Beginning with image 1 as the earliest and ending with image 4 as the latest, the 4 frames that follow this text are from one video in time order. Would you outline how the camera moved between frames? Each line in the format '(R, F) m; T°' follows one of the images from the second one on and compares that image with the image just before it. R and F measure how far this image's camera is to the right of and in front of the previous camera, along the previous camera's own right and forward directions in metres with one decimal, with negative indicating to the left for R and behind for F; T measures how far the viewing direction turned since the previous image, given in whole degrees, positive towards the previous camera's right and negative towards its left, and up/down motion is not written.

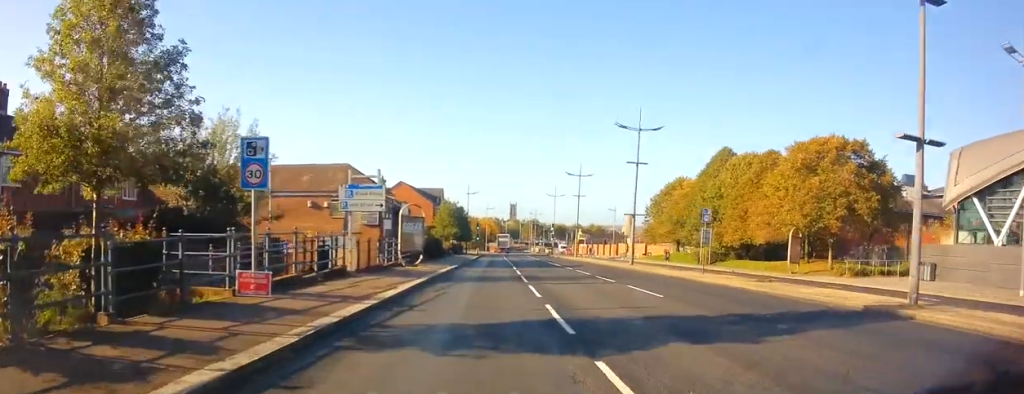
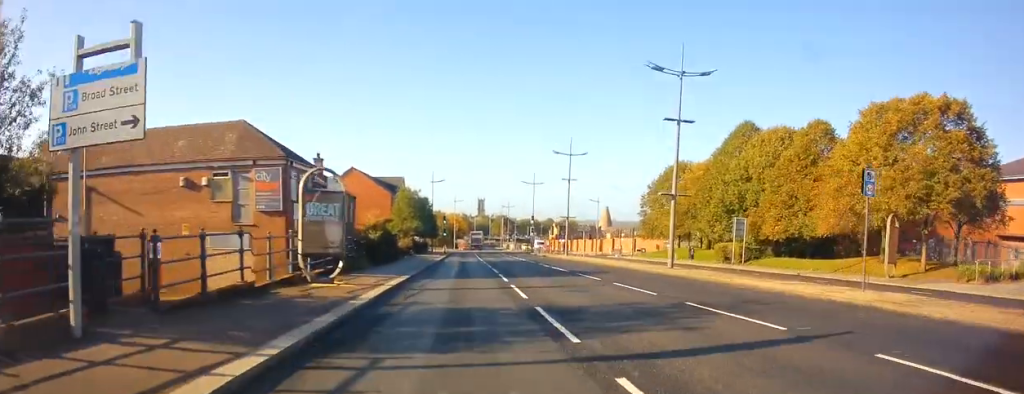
(+0.7, +13.6) m; +4°
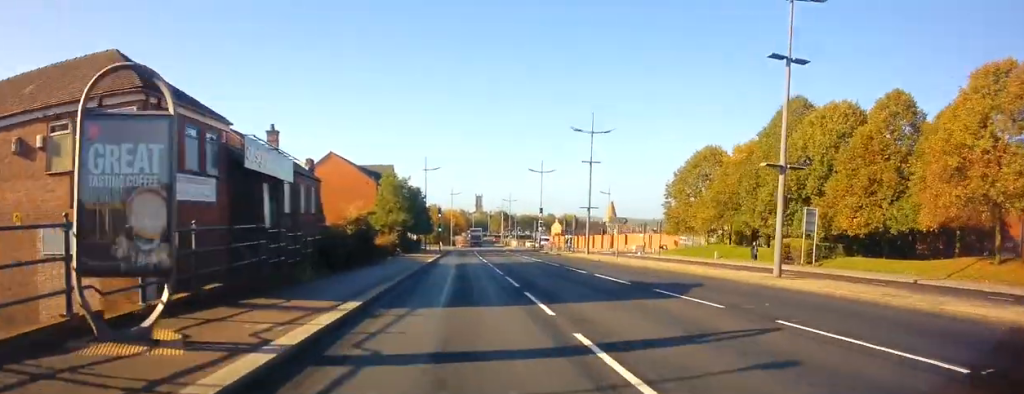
(+0.1, +10.2) m; 0°
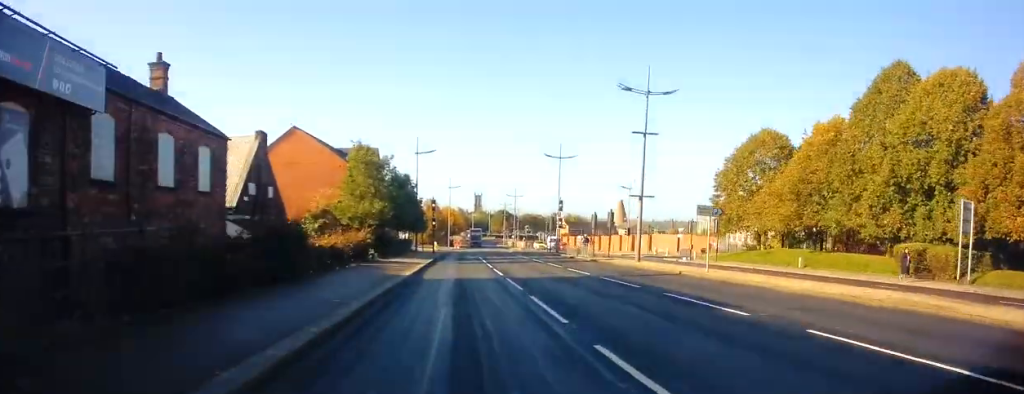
(-0.1, +13.6) m; 0°
